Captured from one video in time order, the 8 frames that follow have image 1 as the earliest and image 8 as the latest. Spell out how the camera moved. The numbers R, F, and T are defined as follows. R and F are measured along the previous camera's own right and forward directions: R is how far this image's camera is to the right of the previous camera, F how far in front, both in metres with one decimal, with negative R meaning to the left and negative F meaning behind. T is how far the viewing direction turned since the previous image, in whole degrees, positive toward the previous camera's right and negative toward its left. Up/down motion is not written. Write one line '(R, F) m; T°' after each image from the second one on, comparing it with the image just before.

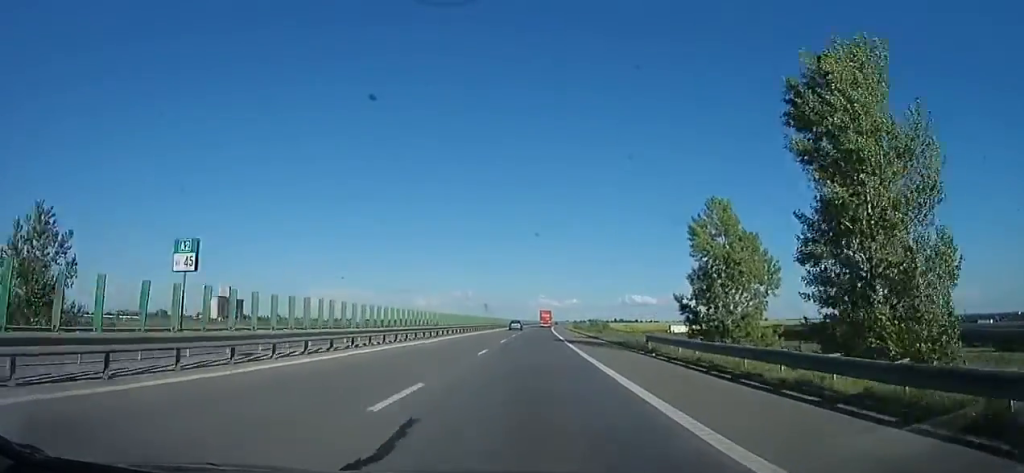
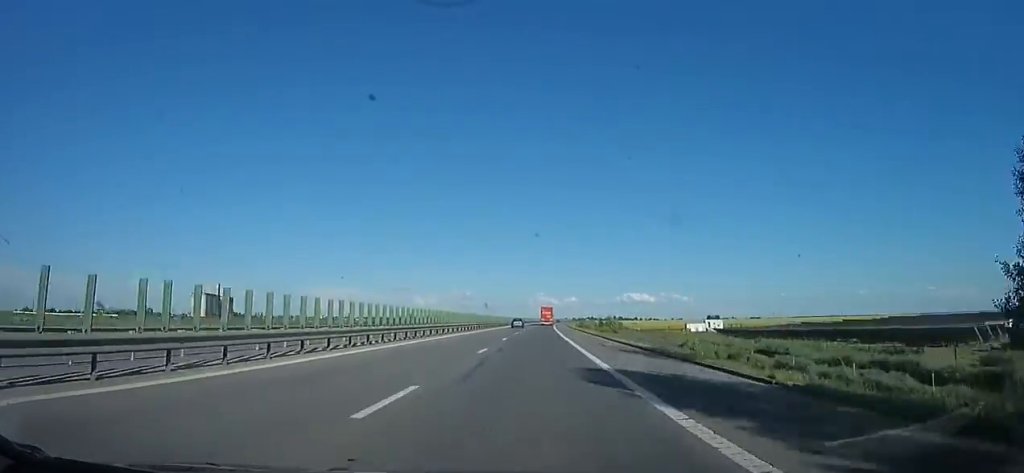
(+0.2, +24.3) m; +1°
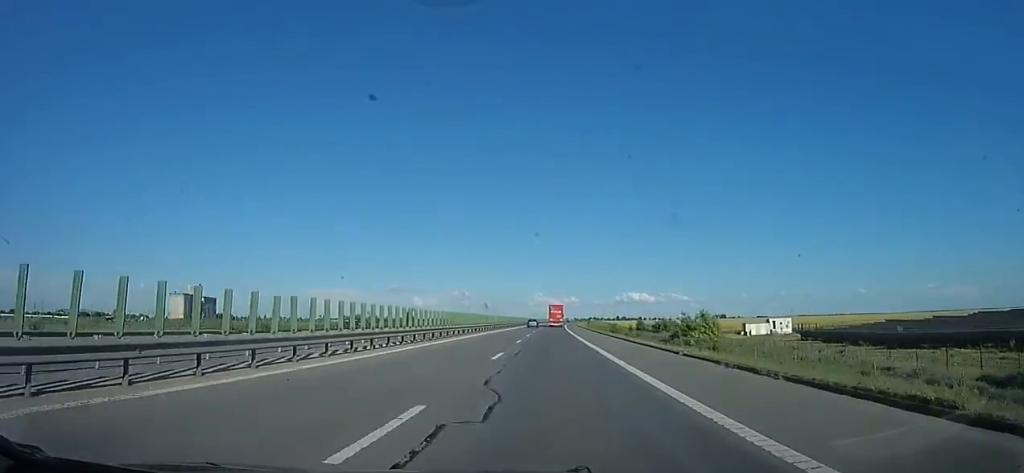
(+0.3, +50.4) m; 0°
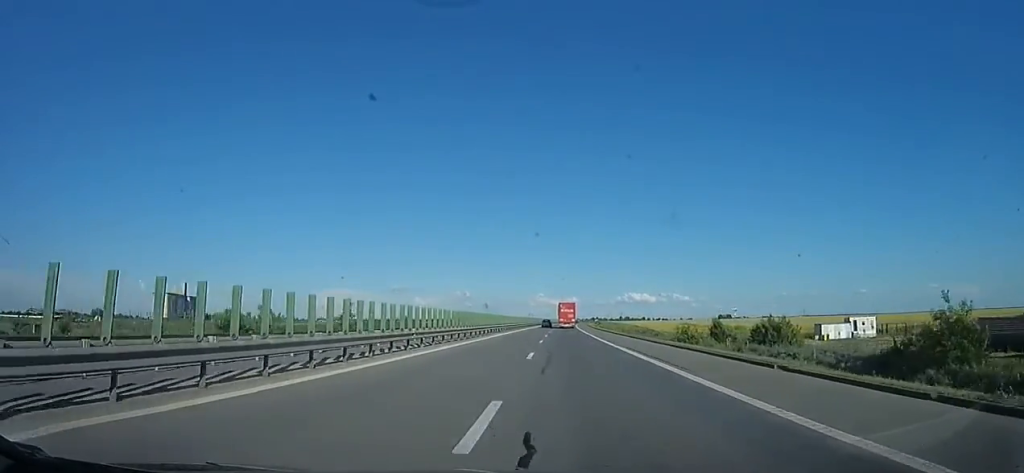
(+0.1, +36.2) m; +1°
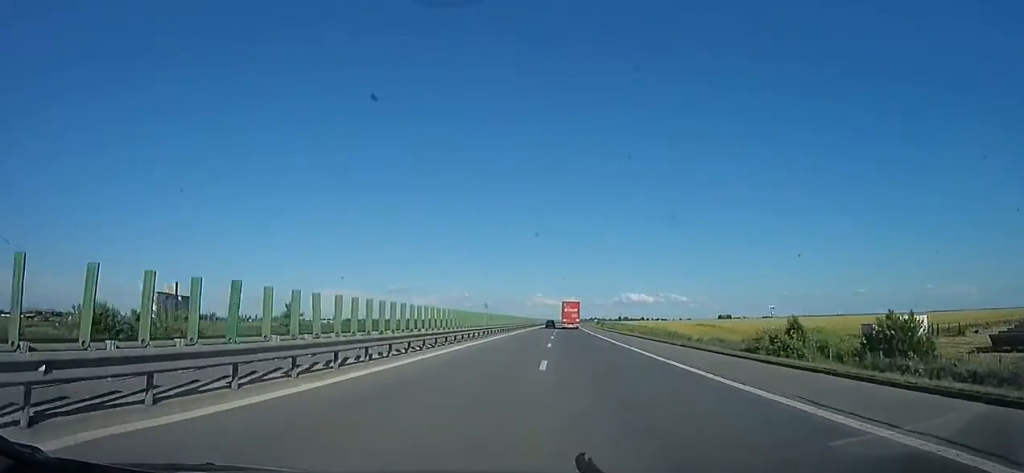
(+0.1, +16.4) m; +1°
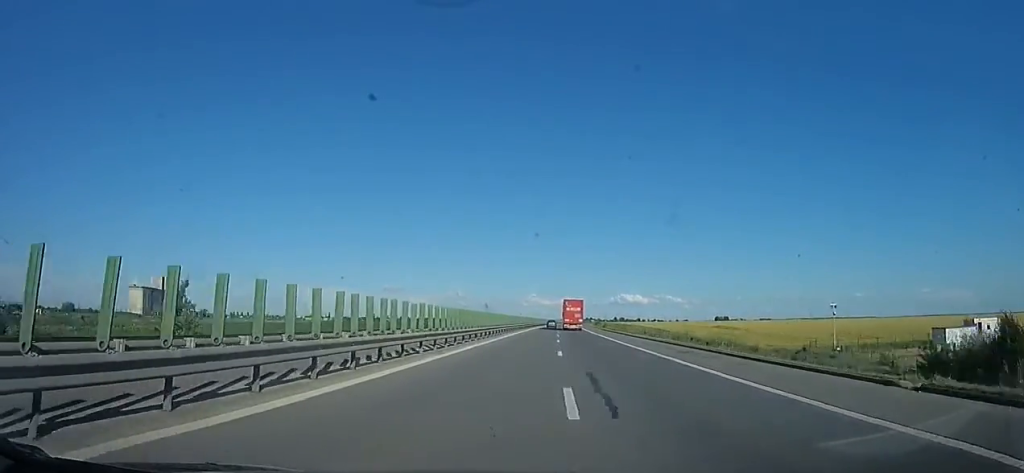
(+0.1, +19.2) m; -1°
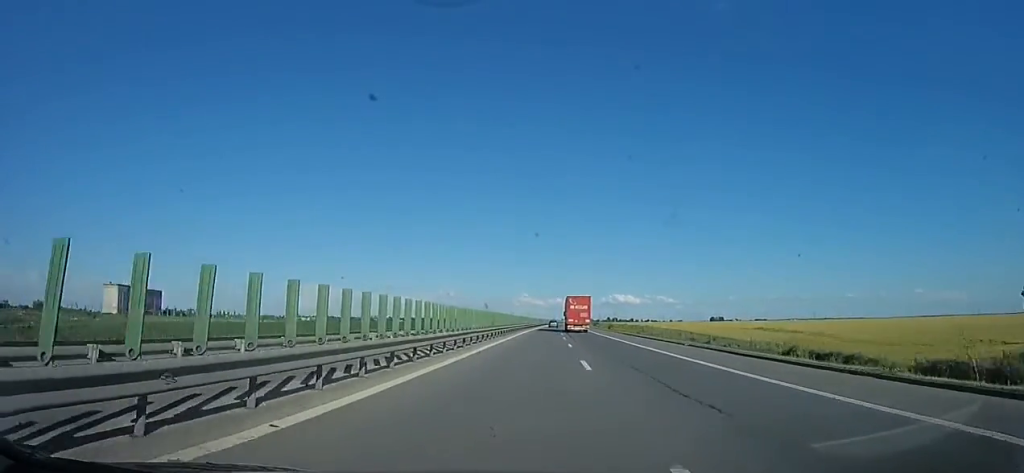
(-0.1, +31.1) m; -1°
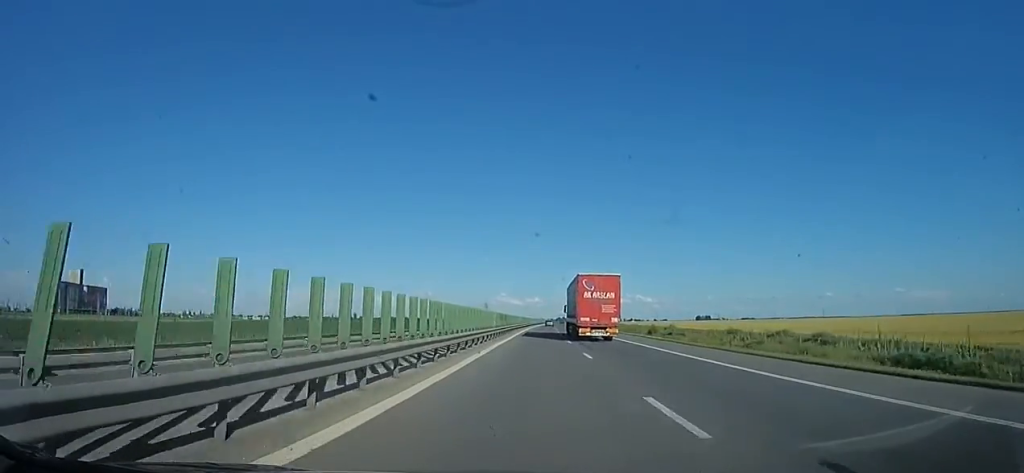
(+1.1, +75.6) m; +3°
